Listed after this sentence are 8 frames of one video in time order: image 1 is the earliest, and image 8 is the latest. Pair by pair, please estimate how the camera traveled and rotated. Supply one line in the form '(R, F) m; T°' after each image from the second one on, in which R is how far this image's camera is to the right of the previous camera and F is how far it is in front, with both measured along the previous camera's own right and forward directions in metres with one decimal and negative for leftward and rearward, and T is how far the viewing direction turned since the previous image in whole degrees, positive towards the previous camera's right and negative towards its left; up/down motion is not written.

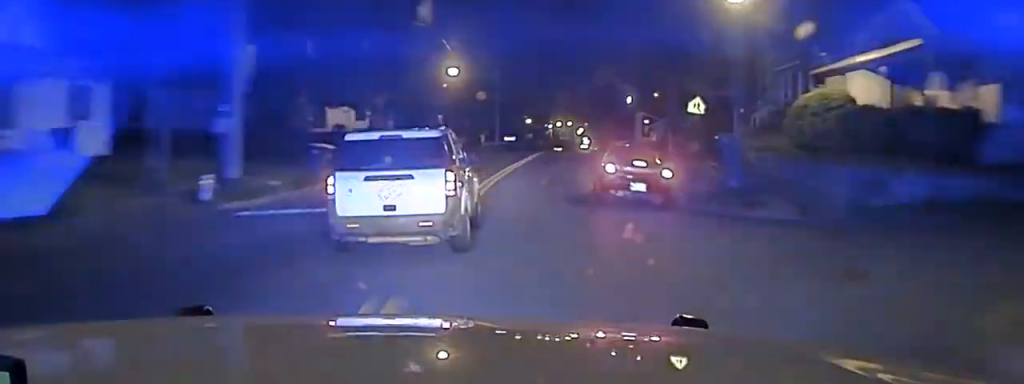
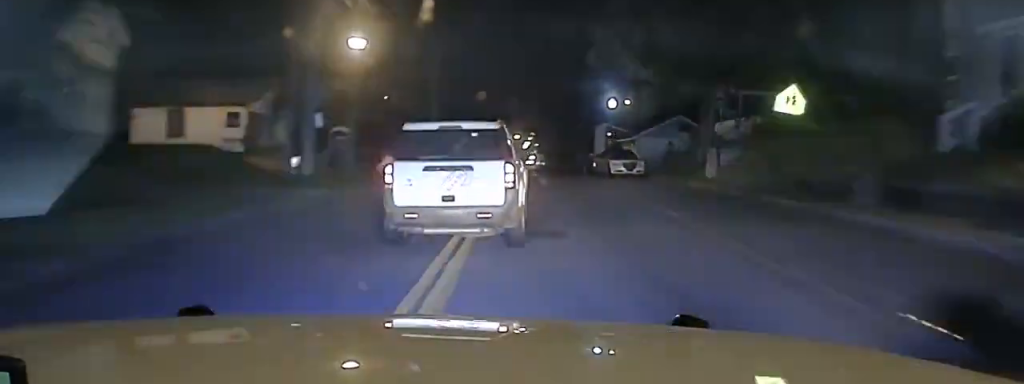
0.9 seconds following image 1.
(+0.4, +19.1) m; +2°
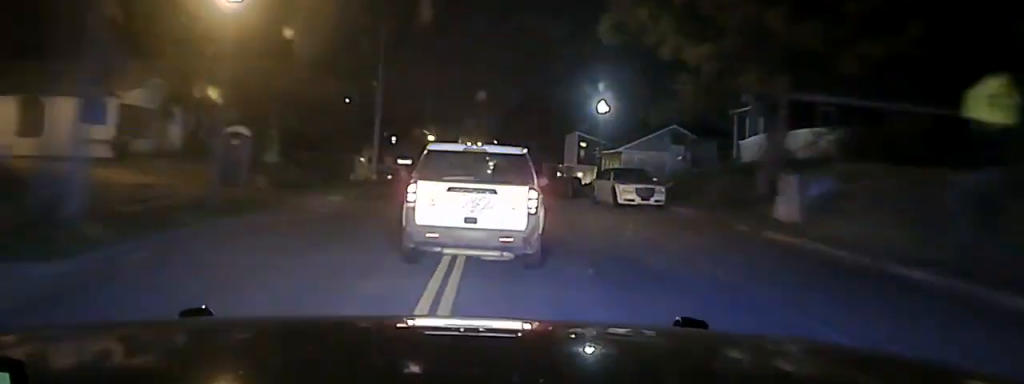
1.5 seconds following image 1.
(+0.1, +12.3) m; +1°
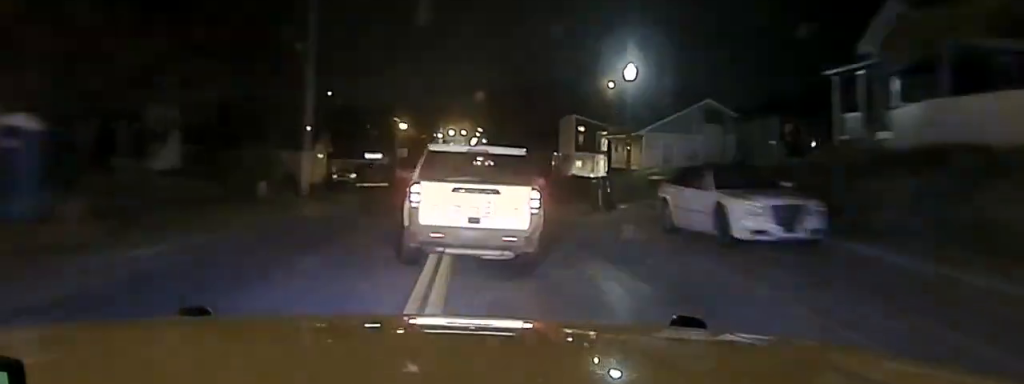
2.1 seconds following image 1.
(+0.2, +15.3) m; +1°
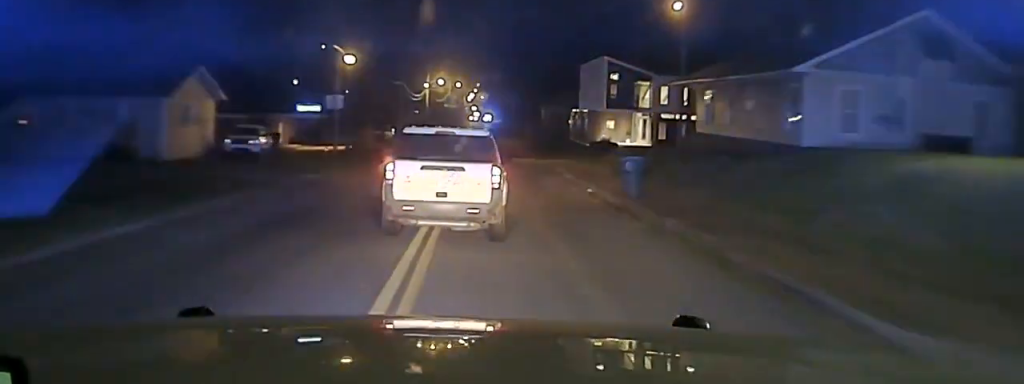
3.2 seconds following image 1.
(+0.1, +31.3) m; 0°
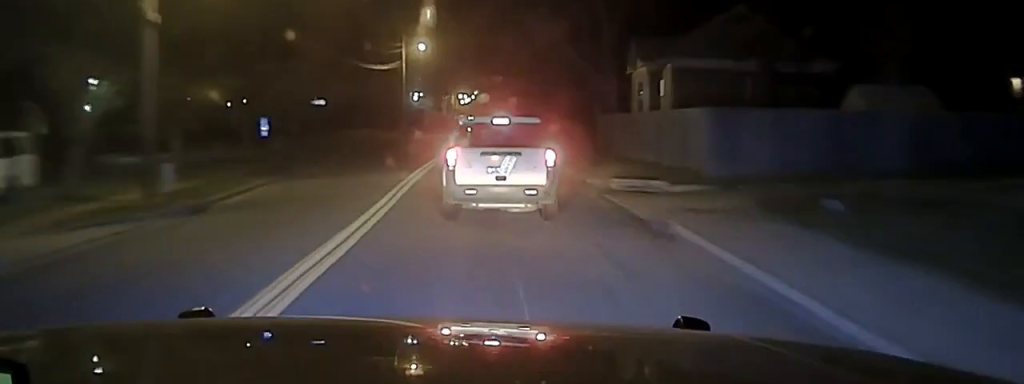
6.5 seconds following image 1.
(0.0, +97.9) m; 0°
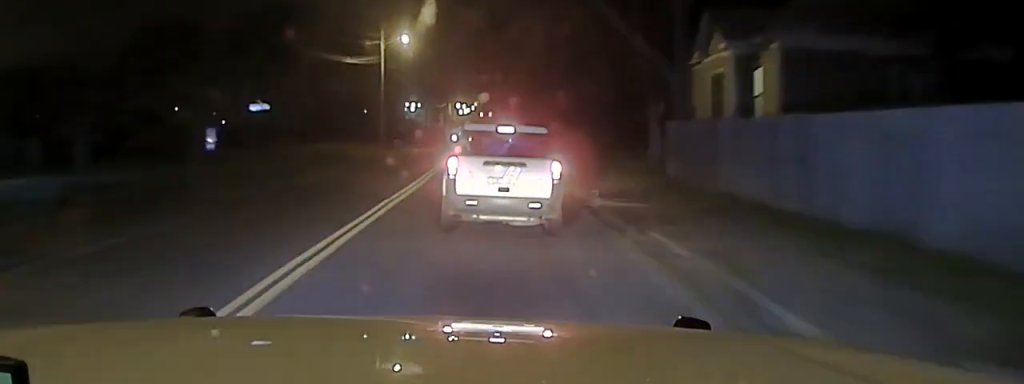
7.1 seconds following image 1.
(0.0, +15.2) m; 0°
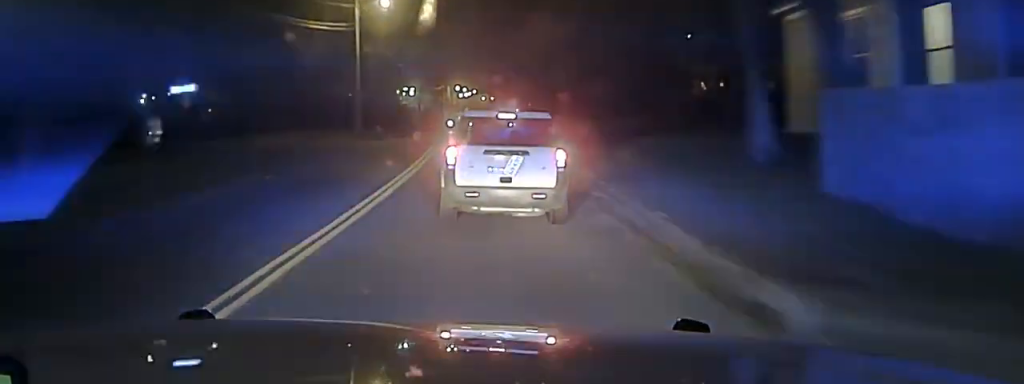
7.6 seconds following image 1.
(0.0, +11.3) m; 0°
